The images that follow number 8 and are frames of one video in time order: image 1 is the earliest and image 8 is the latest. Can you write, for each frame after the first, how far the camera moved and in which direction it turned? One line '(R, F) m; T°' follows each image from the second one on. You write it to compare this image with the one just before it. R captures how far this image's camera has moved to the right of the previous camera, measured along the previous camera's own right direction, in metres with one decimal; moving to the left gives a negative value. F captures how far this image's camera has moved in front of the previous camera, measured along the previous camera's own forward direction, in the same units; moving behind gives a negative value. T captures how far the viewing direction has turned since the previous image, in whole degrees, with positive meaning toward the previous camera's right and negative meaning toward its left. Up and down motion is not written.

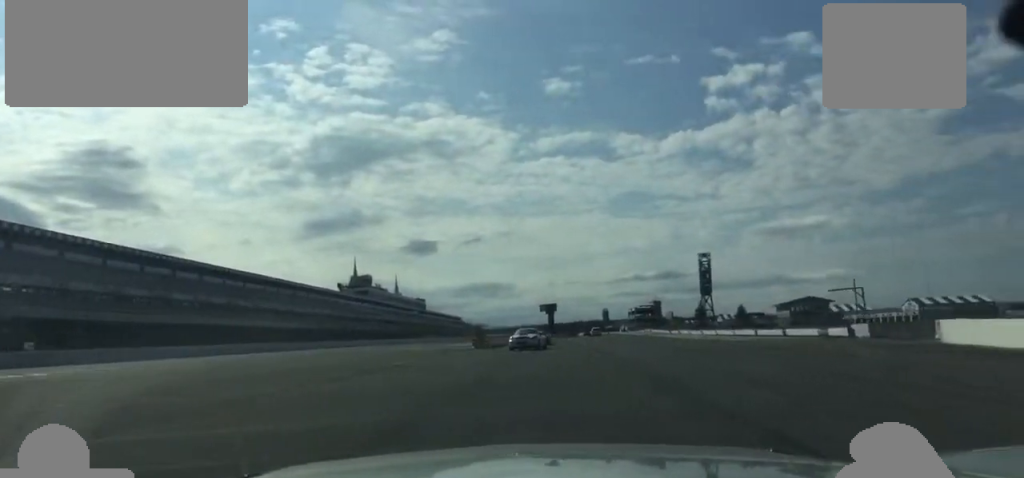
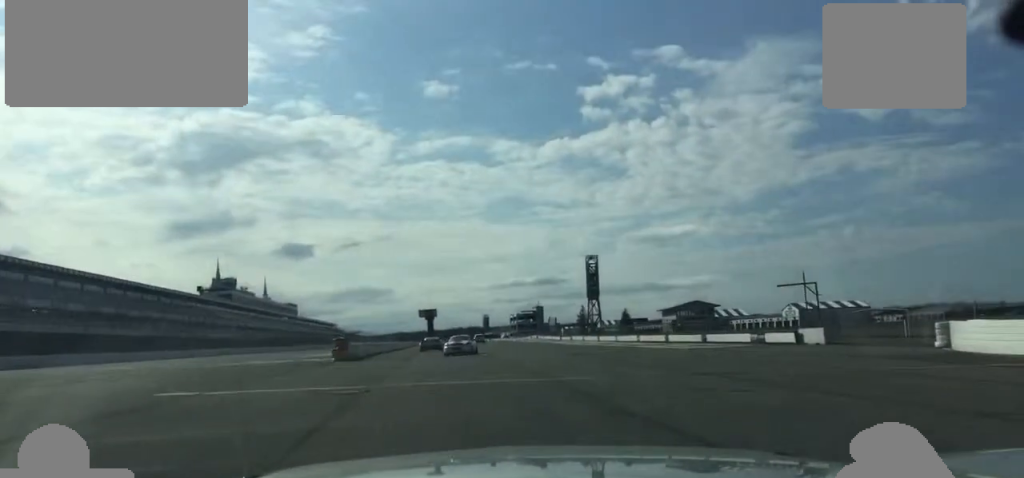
(+0.9, +12.6) m; +5°
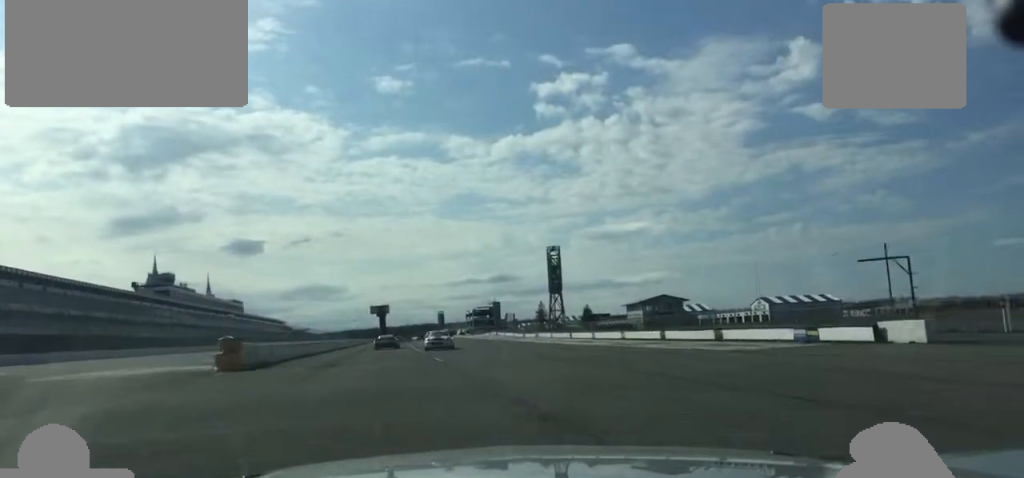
(-0.1, +13.2) m; +3°
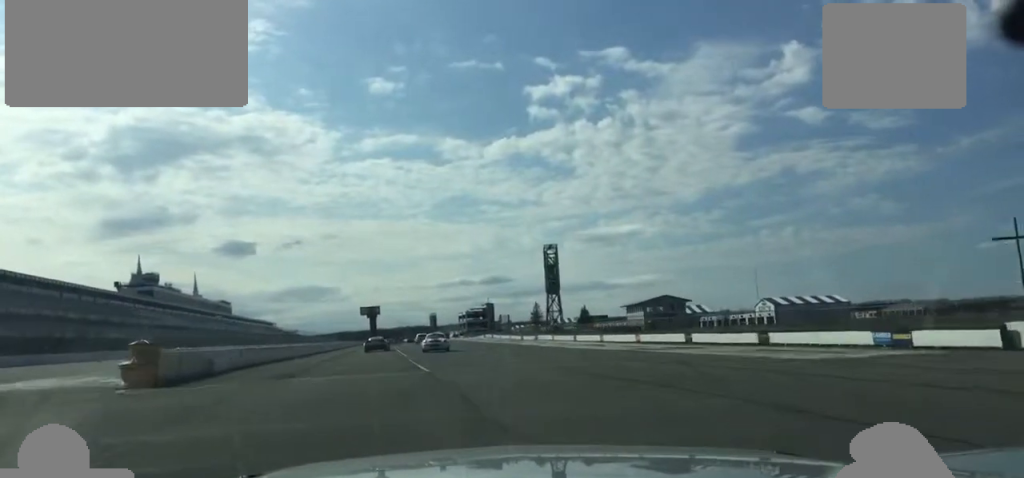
(+0.4, +8.0) m; +1°
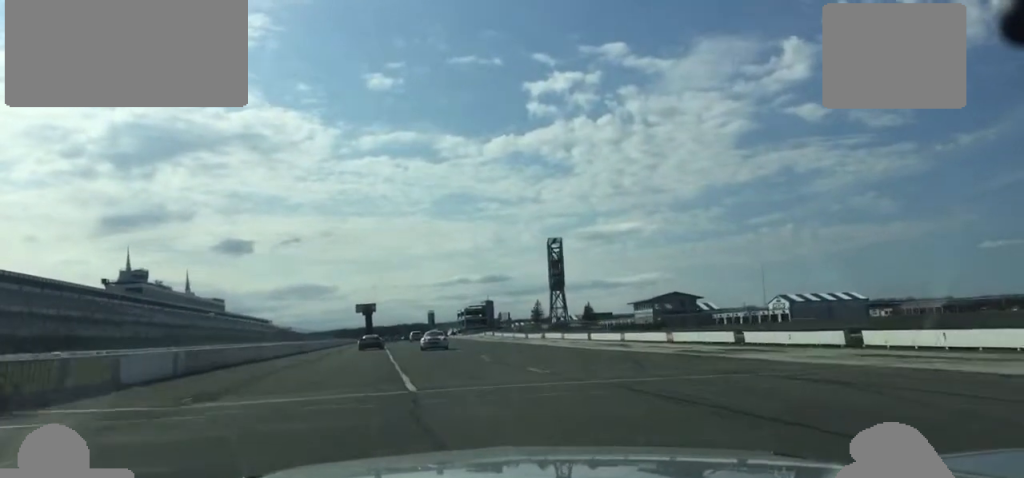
(+0.3, +8.7) m; +1°
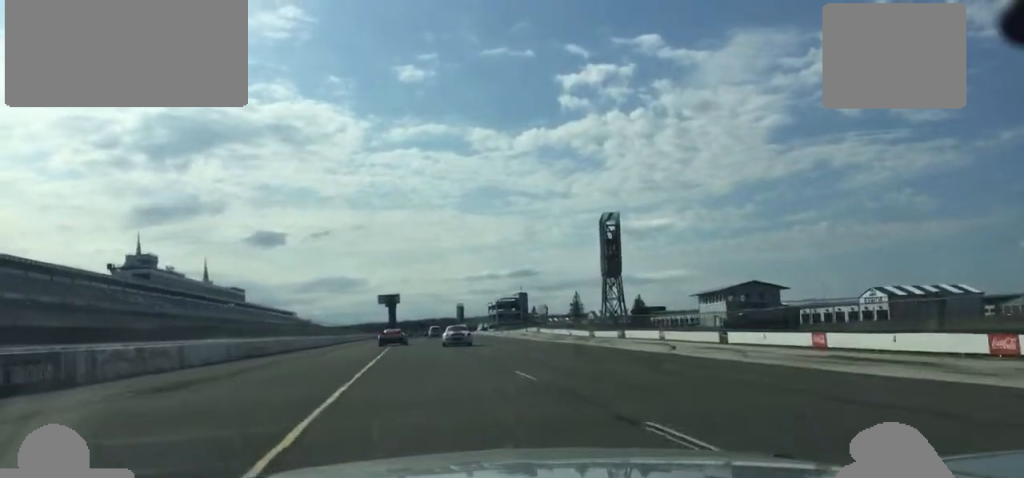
(-0.3, +27.7) m; -1°
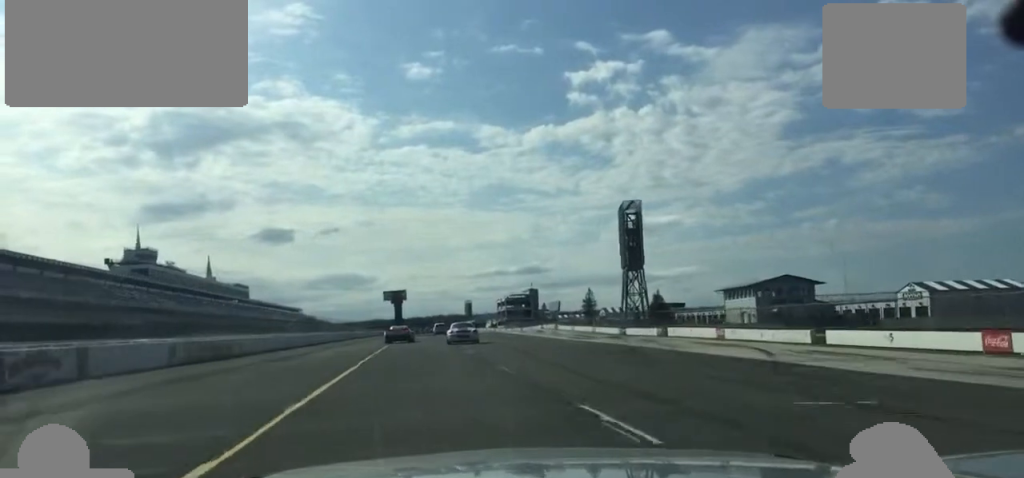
(-0.1, +9.9) m; 0°
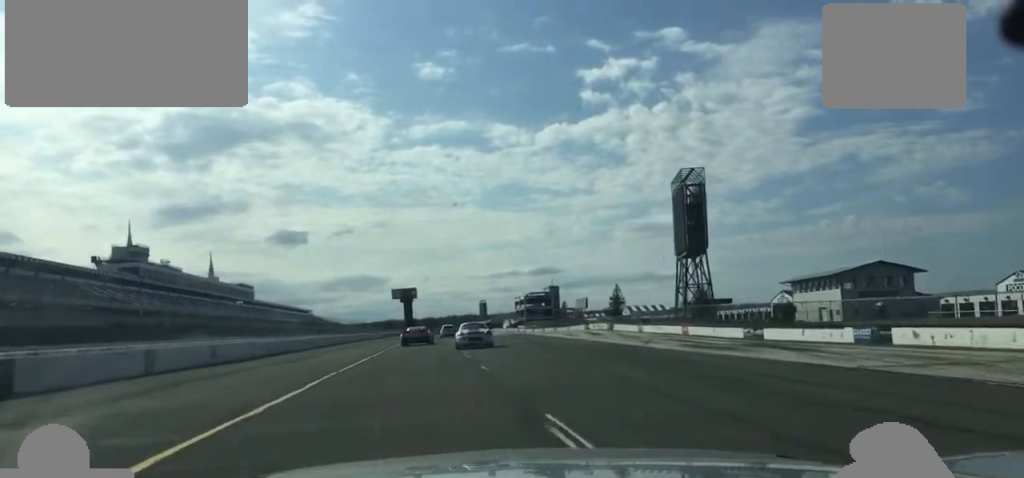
(+0.1, +24.7) m; 0°
